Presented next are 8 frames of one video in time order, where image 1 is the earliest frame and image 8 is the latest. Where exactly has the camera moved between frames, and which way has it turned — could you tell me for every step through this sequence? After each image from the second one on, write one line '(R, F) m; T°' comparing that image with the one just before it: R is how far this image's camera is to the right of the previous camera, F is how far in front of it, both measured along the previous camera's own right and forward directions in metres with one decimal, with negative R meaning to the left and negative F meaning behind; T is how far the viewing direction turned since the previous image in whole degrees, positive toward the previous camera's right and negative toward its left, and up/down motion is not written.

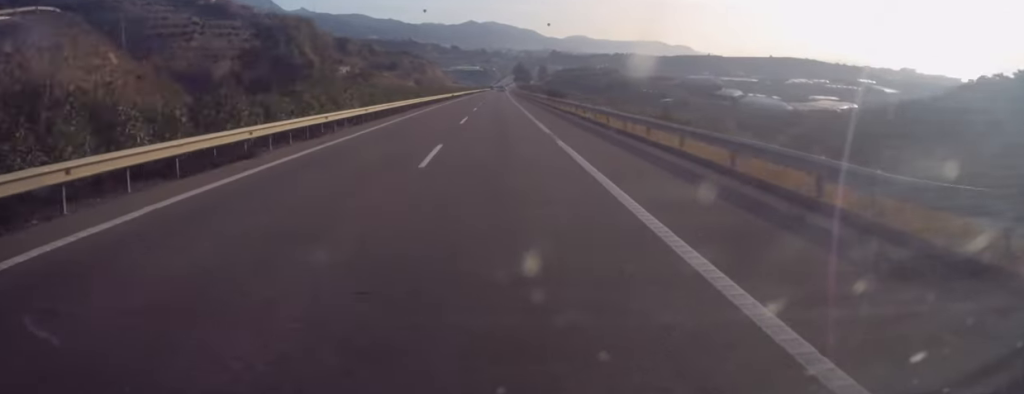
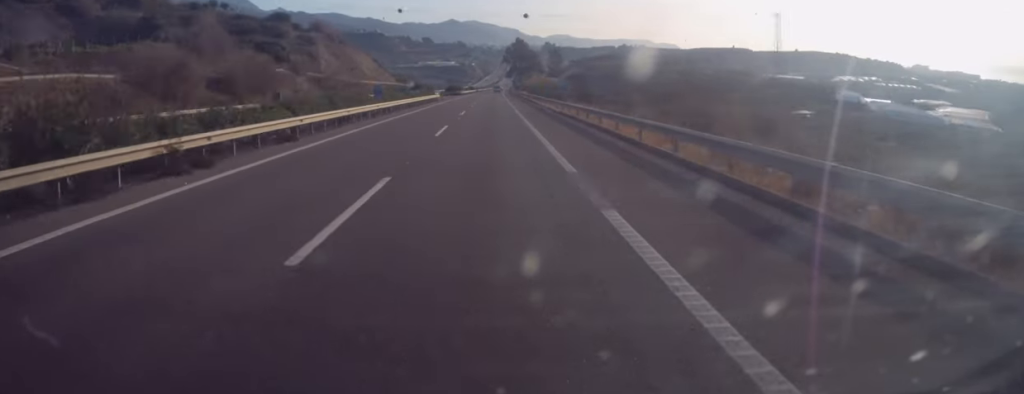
(+2.4, +224.5) m; +1°
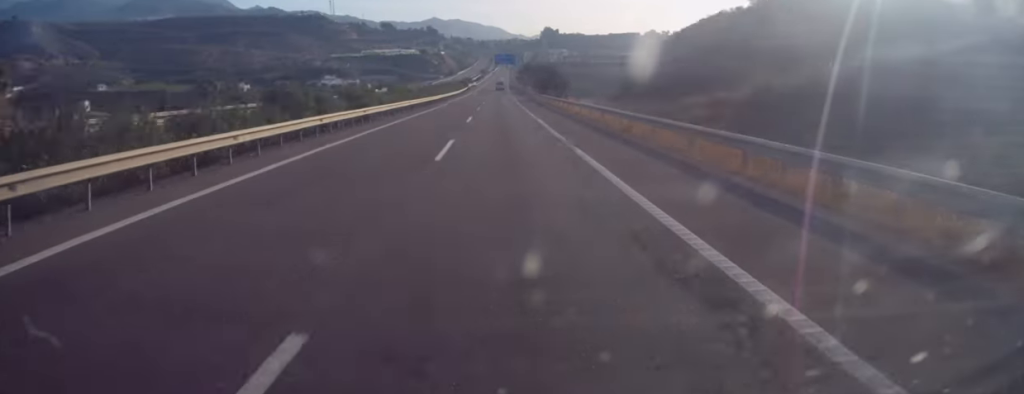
(+3.1, +274.3) m; +1°
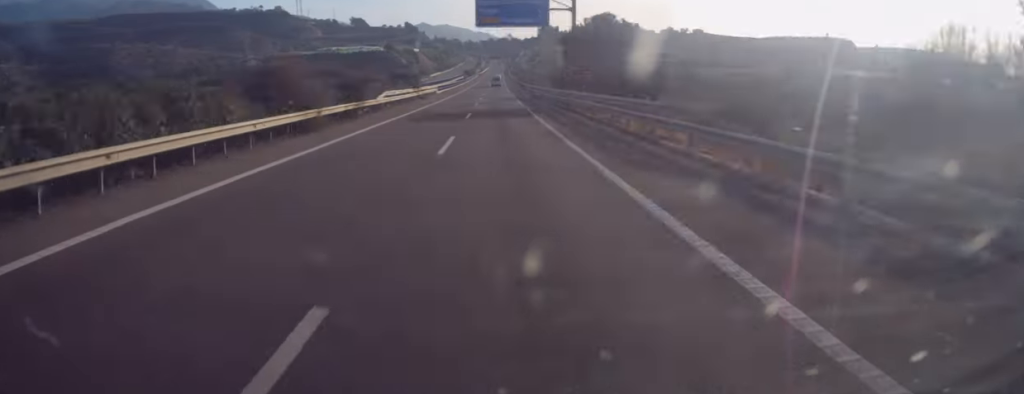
(+1.0, +115.7) m; 0°
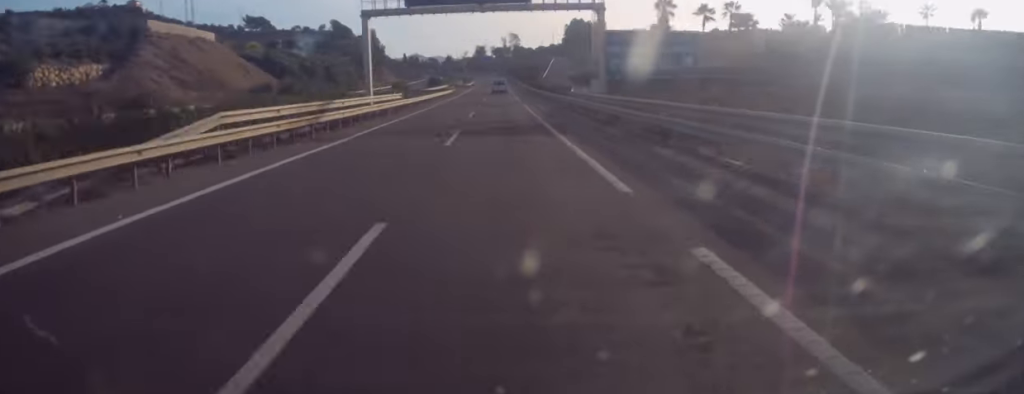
(+2.6, +296.3) m; -2°
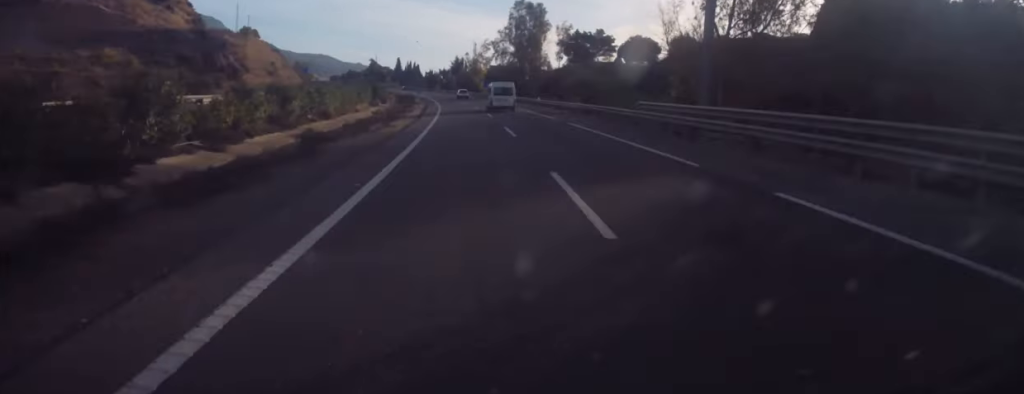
(-12.8, +277.8) m; -10°
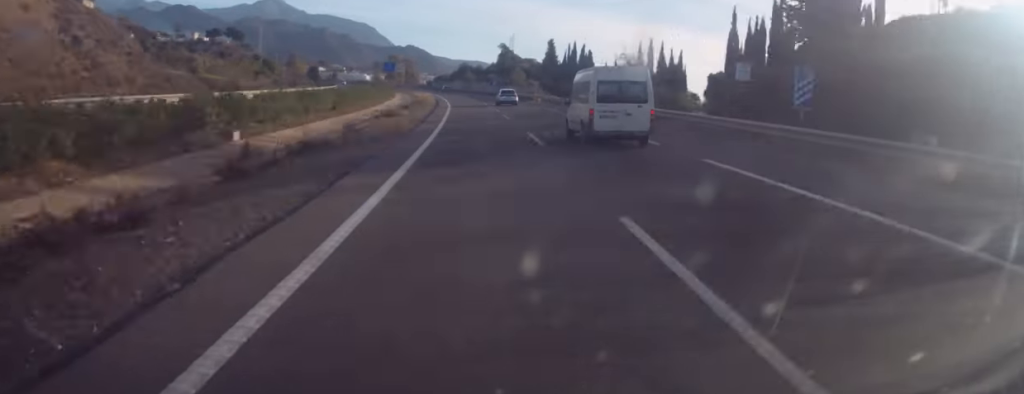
(-22.1, +204.5) m; -13°
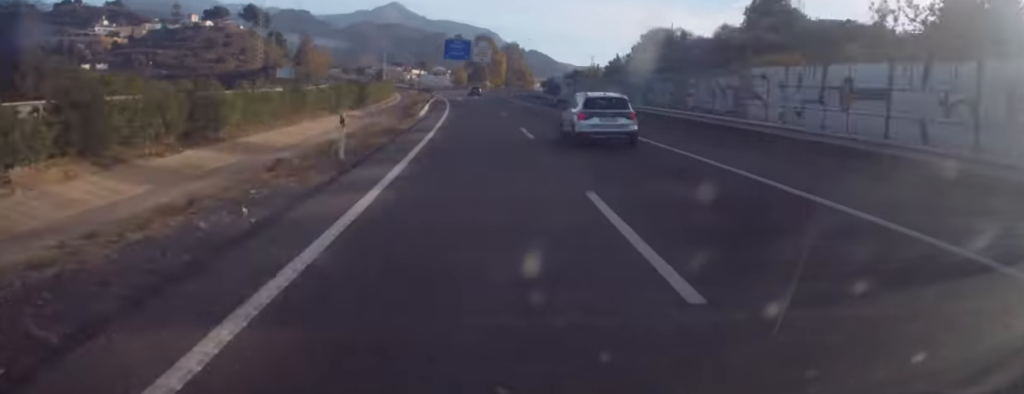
(-12.5, +161.9) m; -10°
